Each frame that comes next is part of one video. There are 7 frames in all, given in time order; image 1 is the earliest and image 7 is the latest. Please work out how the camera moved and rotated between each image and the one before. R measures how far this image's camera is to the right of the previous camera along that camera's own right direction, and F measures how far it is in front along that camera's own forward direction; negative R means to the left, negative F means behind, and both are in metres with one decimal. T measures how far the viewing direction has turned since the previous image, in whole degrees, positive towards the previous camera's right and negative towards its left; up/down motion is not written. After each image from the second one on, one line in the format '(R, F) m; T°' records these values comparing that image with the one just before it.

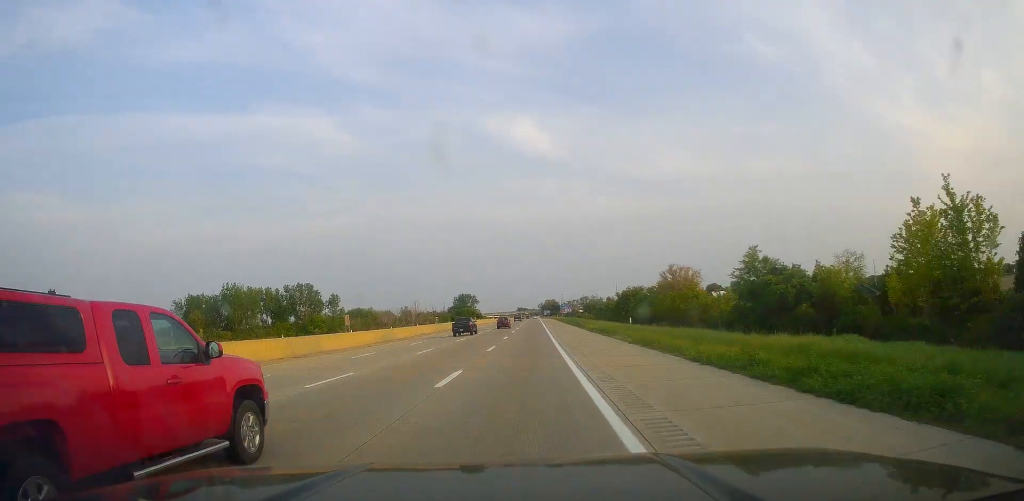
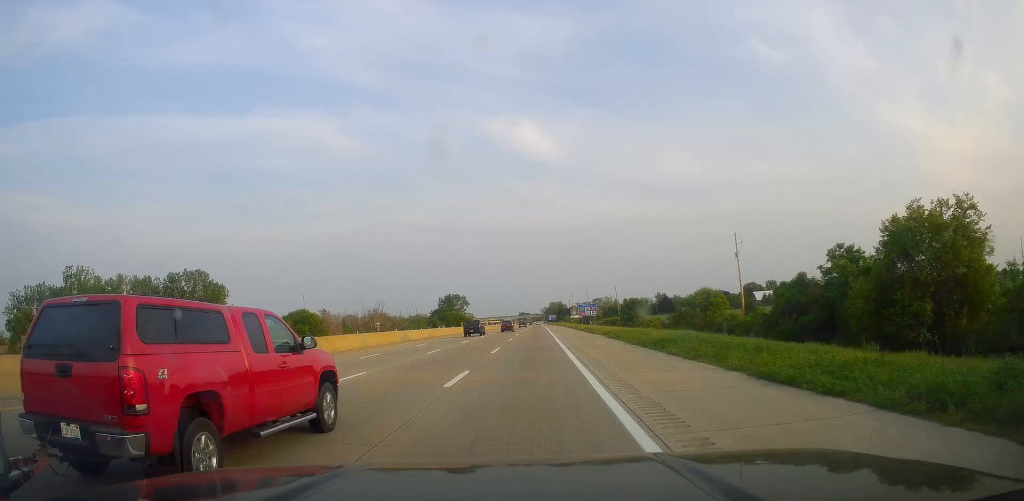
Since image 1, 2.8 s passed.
(+1.7, +91.8) m; 0°
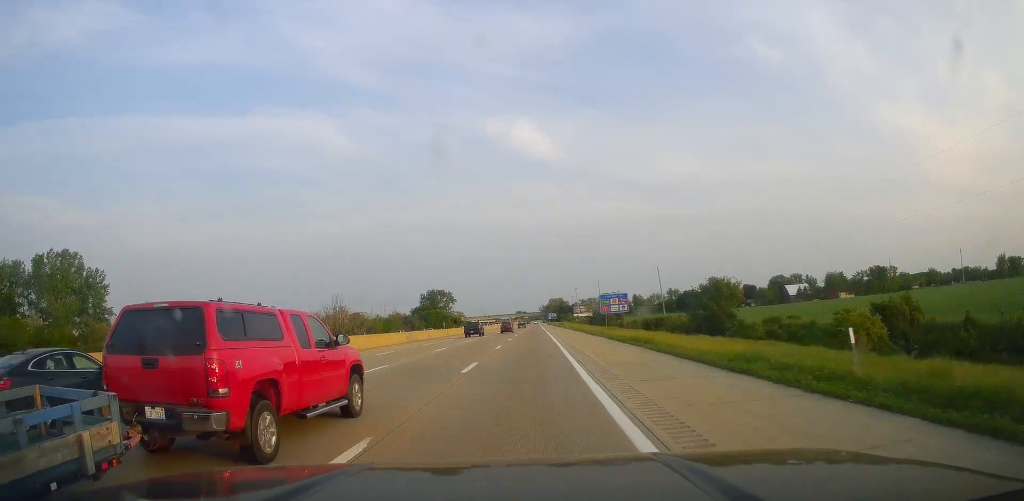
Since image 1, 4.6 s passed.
(-0.4, +57.9) m; 0°
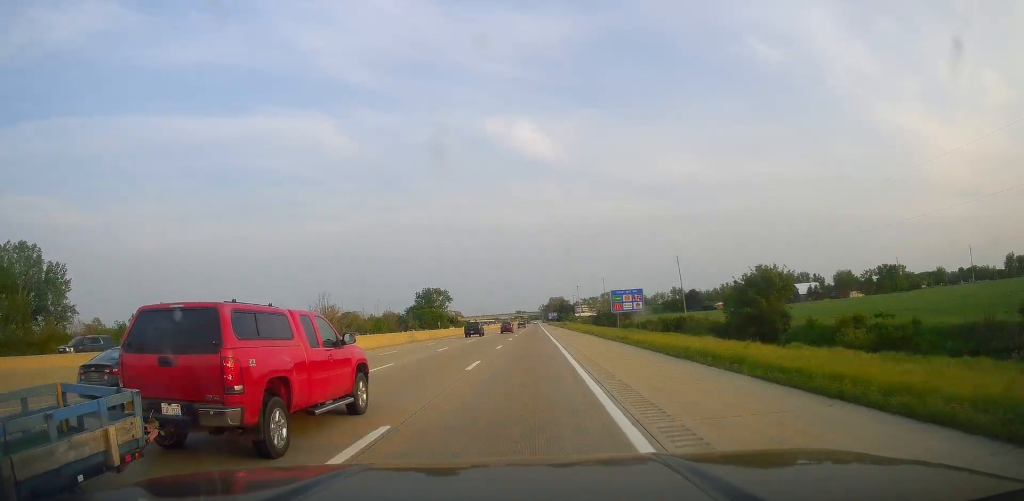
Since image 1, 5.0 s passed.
(+0.3, +14.3) m; 0°
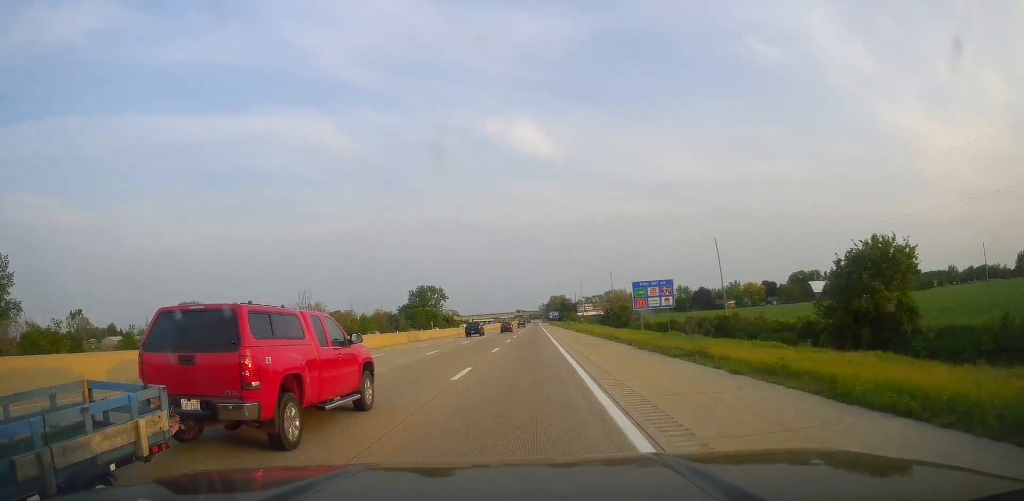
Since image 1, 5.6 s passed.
(0.0, +18.7) m; 0°
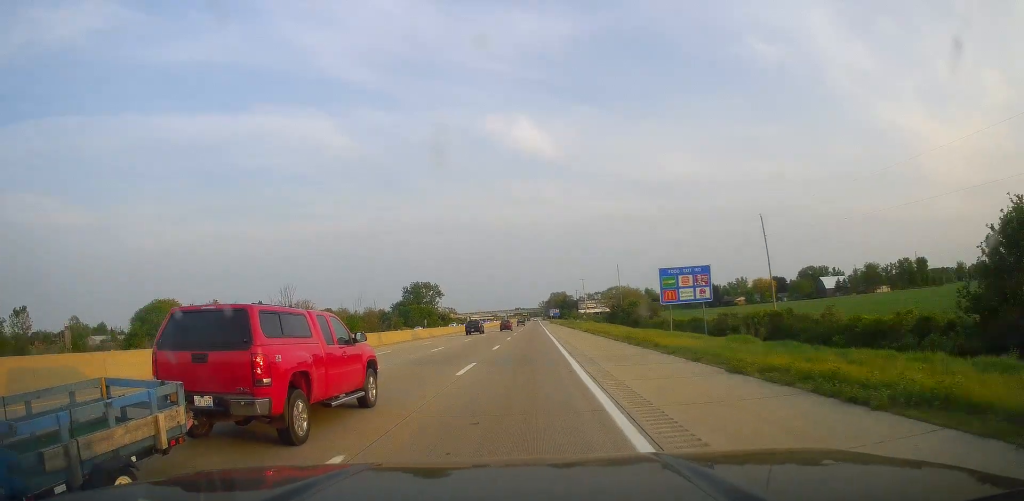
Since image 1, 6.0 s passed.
(-0.2, +14.3) m; 0°
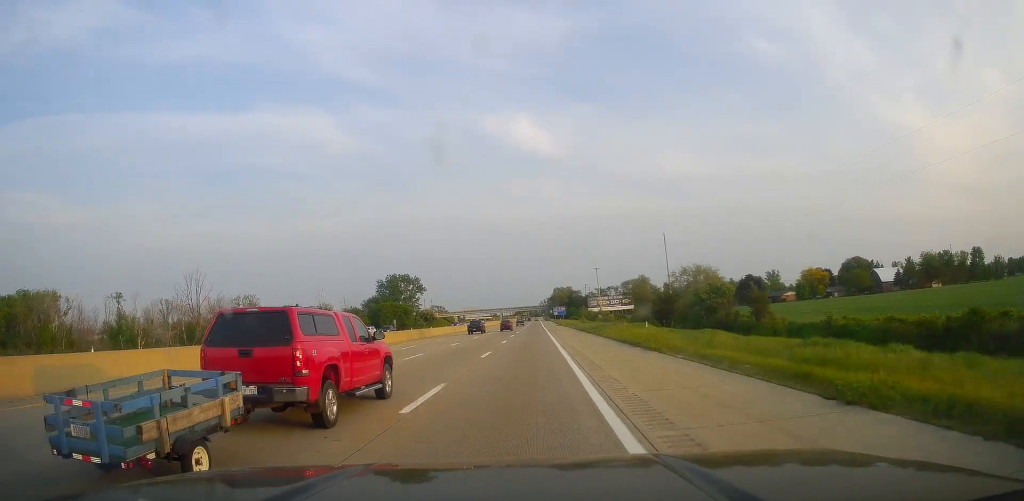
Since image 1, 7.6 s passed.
(-0.2, +53.8) m; -1°
